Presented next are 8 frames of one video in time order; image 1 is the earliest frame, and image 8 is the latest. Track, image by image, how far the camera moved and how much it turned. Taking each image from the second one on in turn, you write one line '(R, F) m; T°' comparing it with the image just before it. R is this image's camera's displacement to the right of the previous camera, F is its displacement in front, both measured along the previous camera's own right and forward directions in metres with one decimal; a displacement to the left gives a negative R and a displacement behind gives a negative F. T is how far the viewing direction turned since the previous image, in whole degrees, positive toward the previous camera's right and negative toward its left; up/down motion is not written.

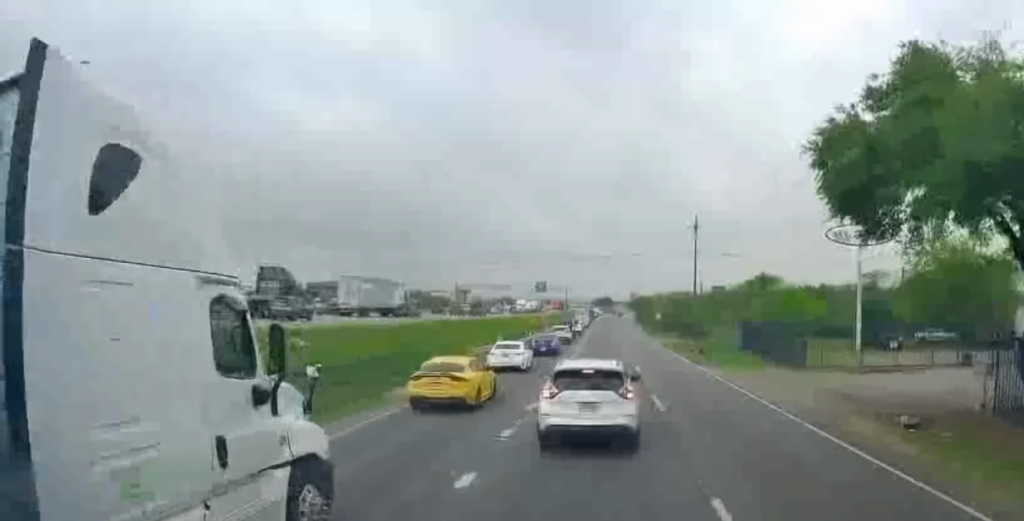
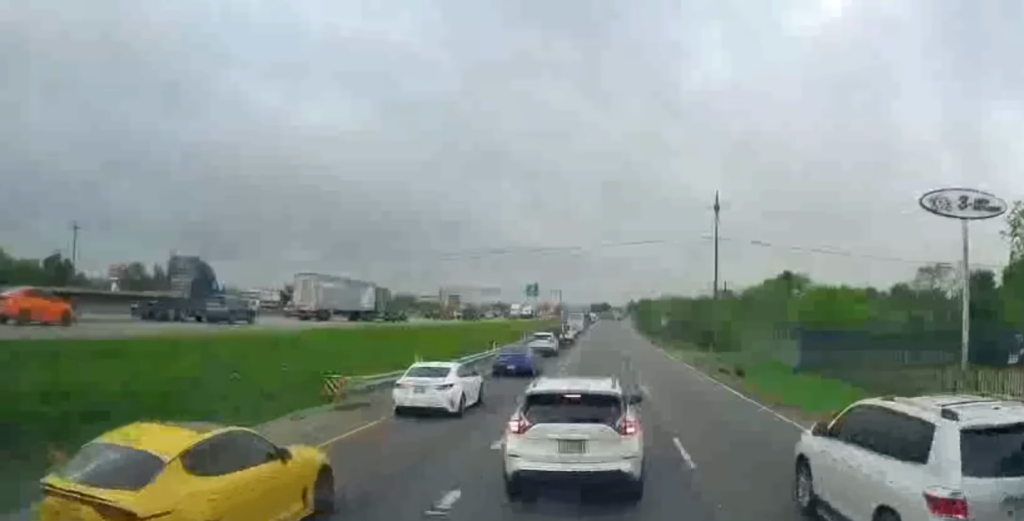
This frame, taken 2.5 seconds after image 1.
(+0.5, +27.6) m; 0°
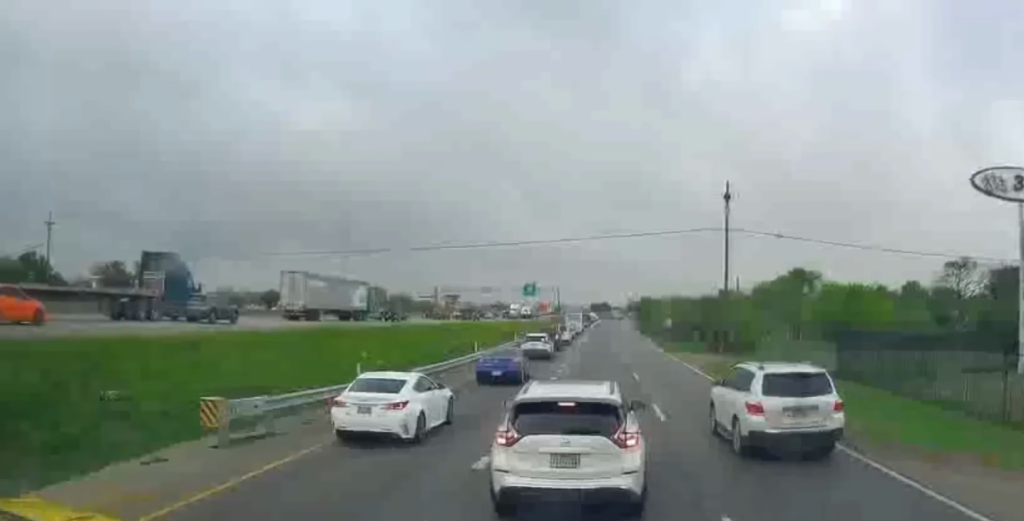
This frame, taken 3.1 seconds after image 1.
(0.0, +6.0) m; -1°
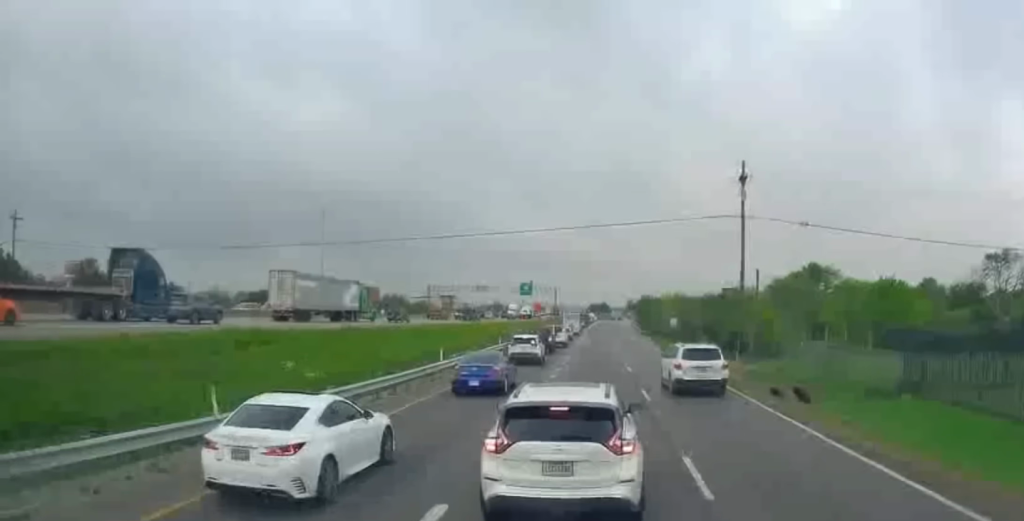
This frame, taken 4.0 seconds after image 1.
(-0.1, +8.4) m; 0°
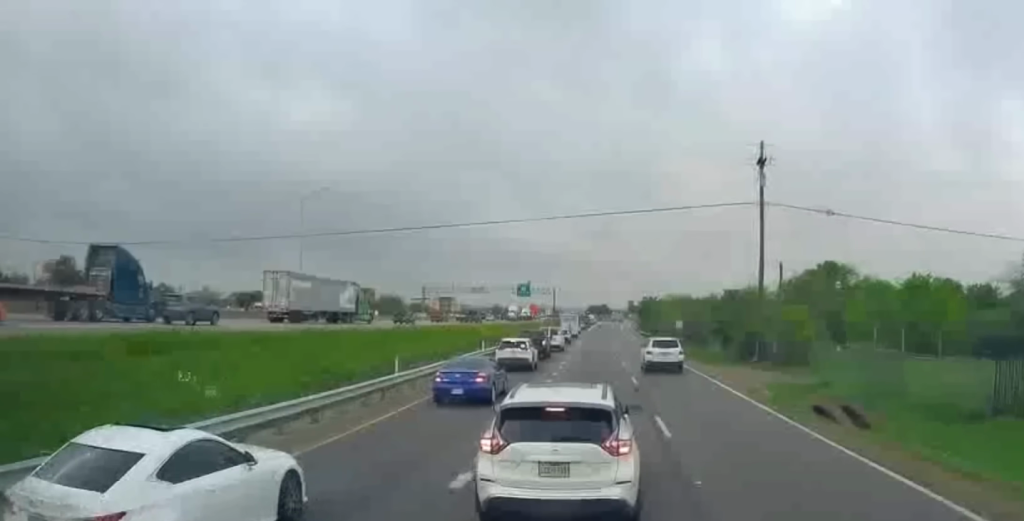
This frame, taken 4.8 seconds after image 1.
(+0.2, +6.9) m; +2°
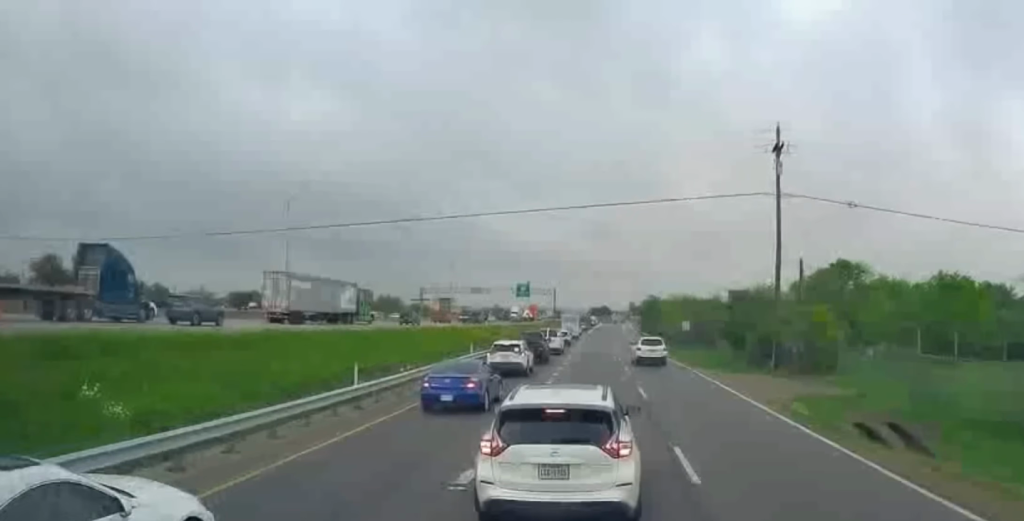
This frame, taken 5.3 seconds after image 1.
(+0.1, +4.3) m; 0°
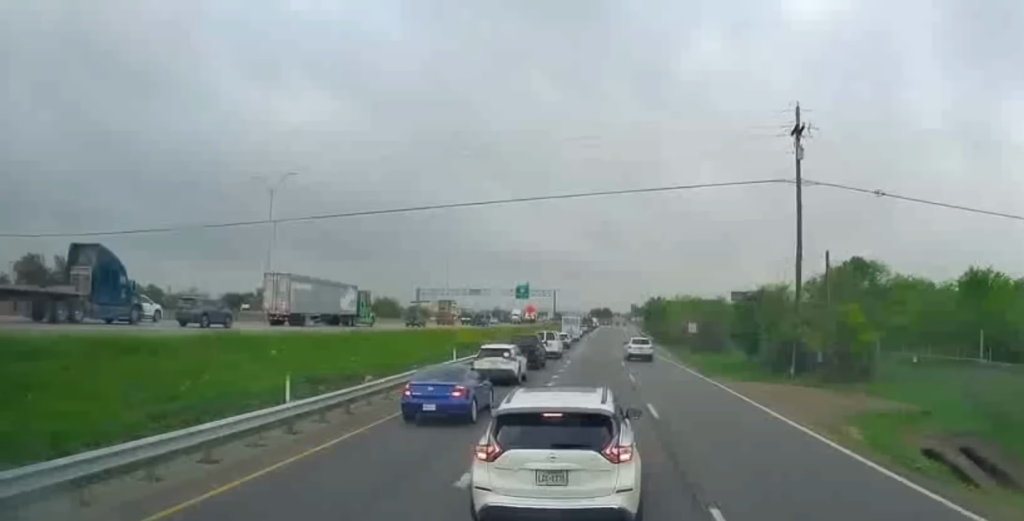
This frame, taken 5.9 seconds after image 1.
(+0.2, +4.7) m; -1°
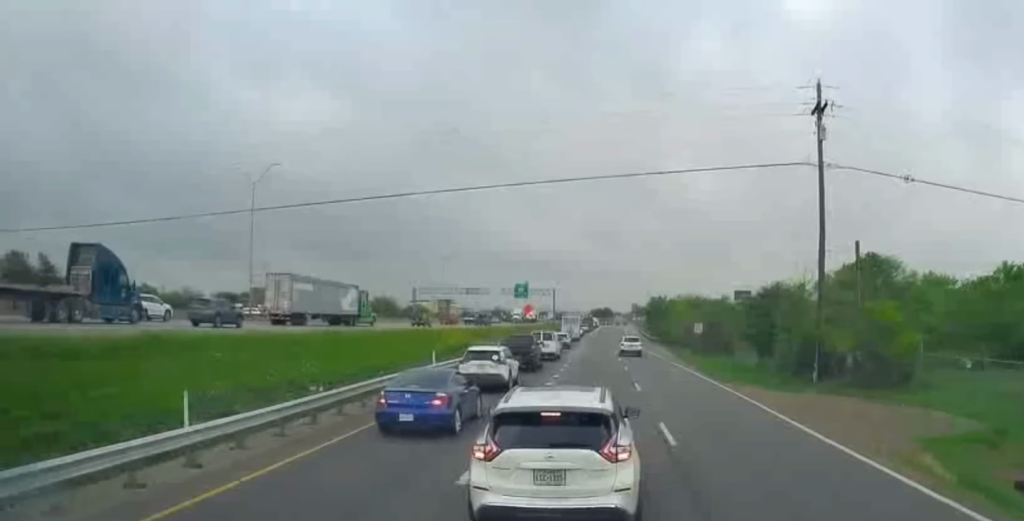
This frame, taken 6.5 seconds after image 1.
(-0.2, +4.1) m; 0°
